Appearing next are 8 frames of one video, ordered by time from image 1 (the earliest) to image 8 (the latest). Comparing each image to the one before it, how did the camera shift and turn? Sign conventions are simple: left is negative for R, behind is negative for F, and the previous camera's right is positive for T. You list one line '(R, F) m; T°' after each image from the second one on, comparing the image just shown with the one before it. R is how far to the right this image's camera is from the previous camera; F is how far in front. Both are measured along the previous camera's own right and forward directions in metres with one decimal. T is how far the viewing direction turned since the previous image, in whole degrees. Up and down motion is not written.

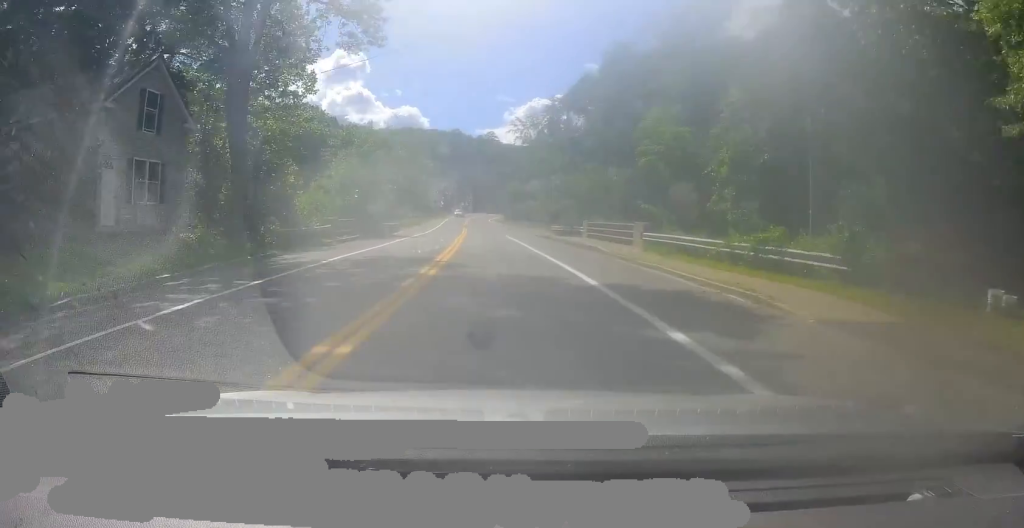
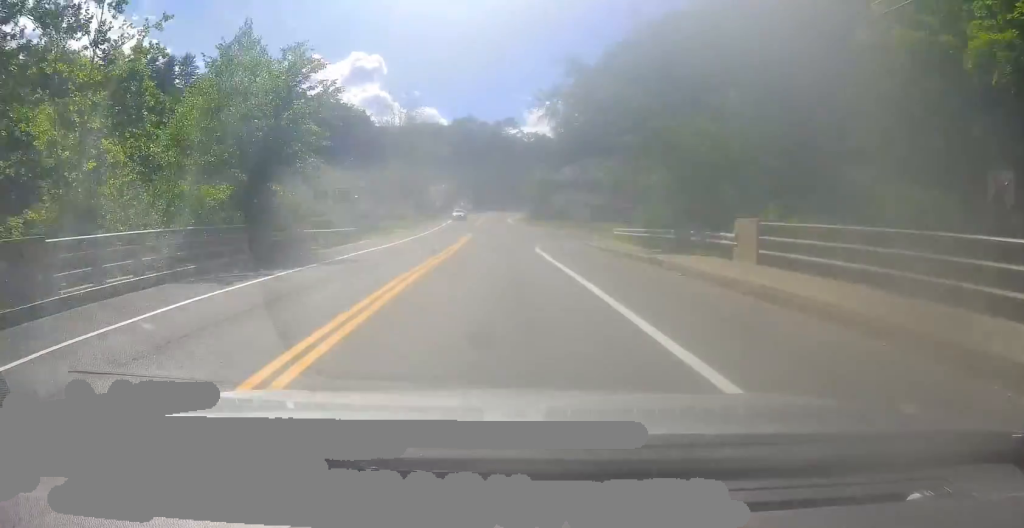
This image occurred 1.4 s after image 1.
(+0.4, +26.5) m; -1°
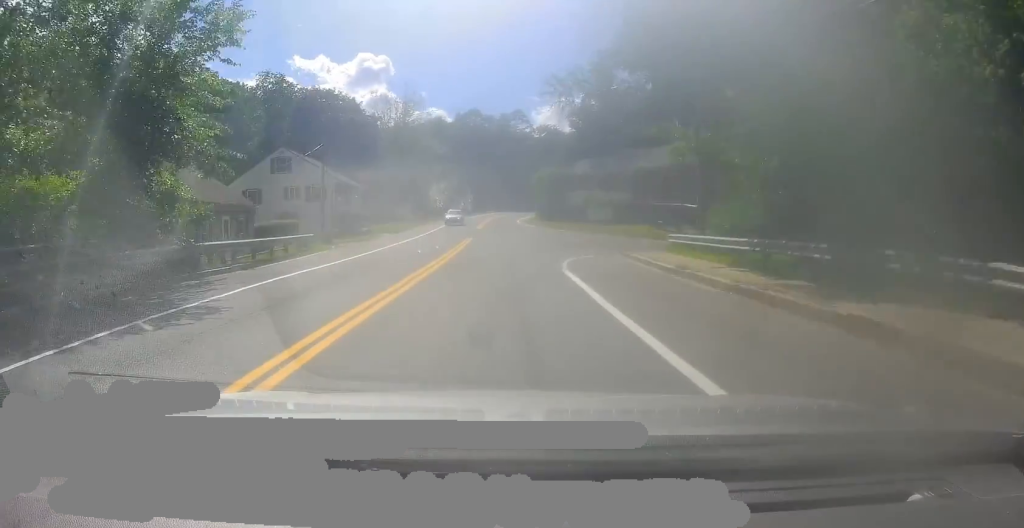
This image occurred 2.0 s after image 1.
(-0.1, +11.9) m; -2°
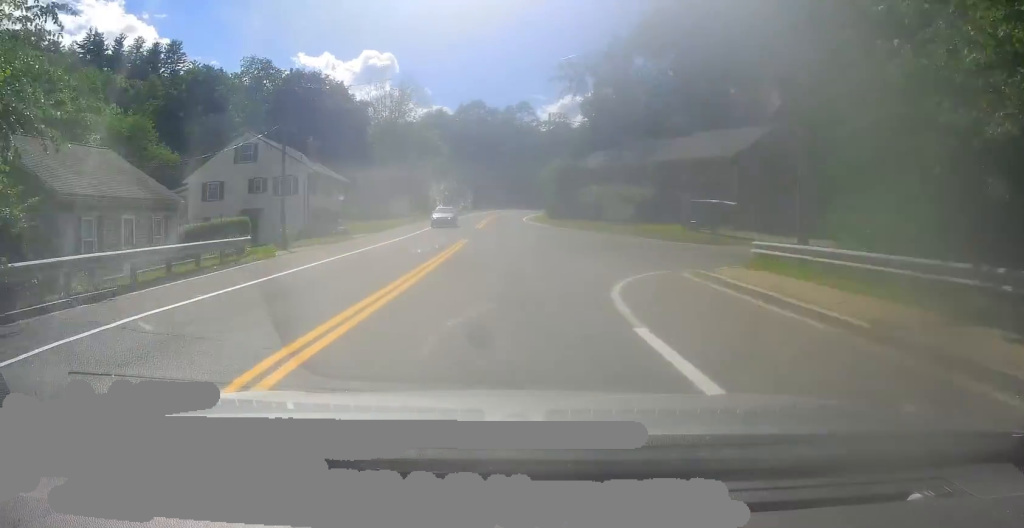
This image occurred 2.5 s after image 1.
(-0.5, +8.0) m; -1°
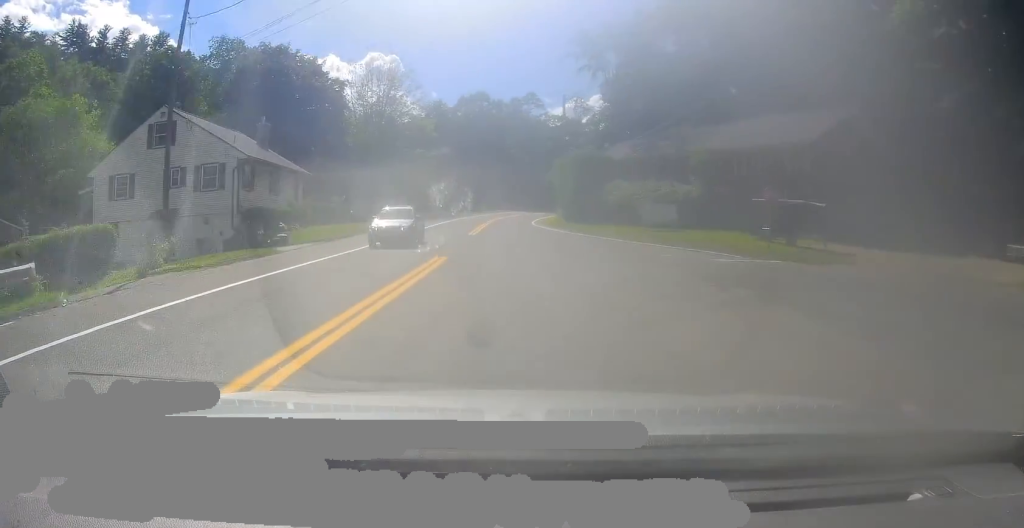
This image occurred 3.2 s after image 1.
(-0.2, +13.7) m; 0°
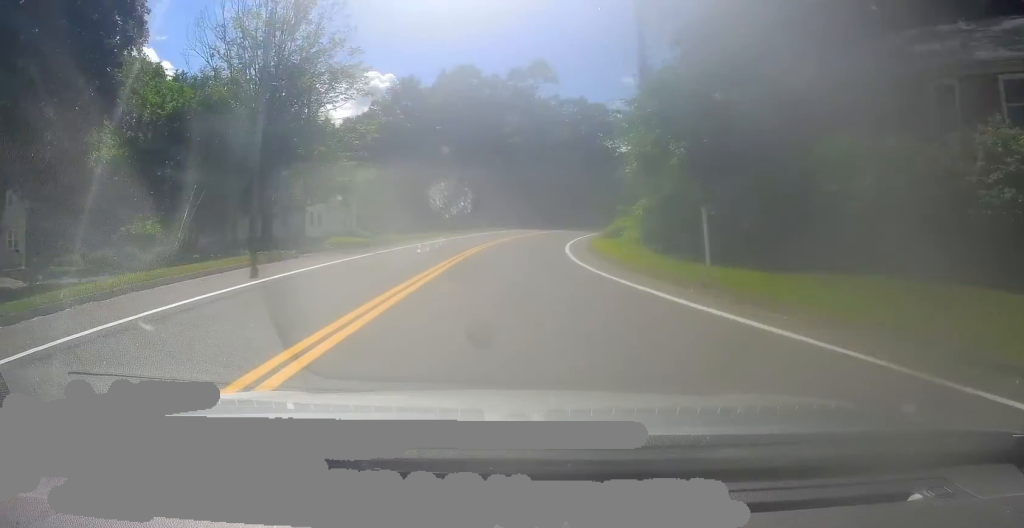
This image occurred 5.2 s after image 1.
(+0.7, +36.6) m; +2°
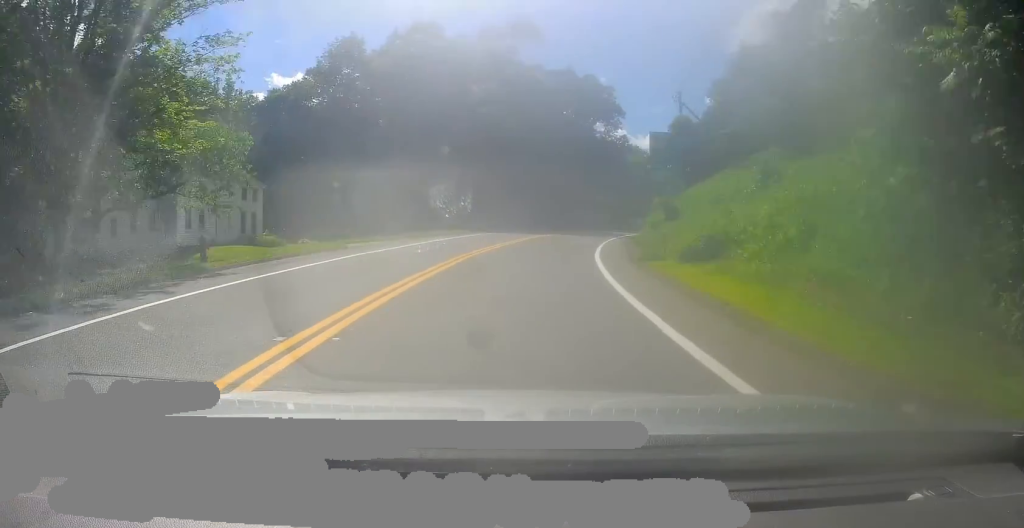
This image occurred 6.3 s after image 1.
(+0.3, +21.0) m; +3°
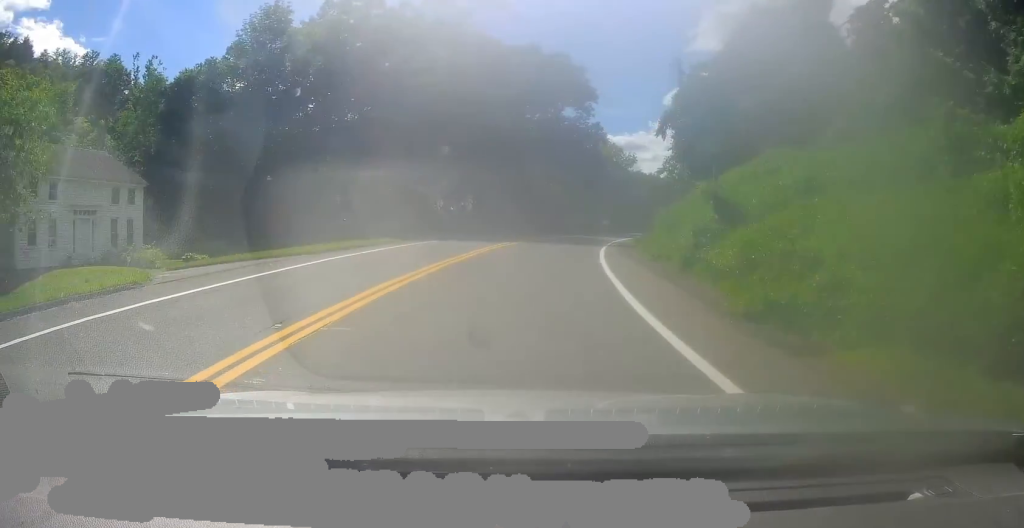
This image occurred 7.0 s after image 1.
(+0.2, +13.5) m; +3°
